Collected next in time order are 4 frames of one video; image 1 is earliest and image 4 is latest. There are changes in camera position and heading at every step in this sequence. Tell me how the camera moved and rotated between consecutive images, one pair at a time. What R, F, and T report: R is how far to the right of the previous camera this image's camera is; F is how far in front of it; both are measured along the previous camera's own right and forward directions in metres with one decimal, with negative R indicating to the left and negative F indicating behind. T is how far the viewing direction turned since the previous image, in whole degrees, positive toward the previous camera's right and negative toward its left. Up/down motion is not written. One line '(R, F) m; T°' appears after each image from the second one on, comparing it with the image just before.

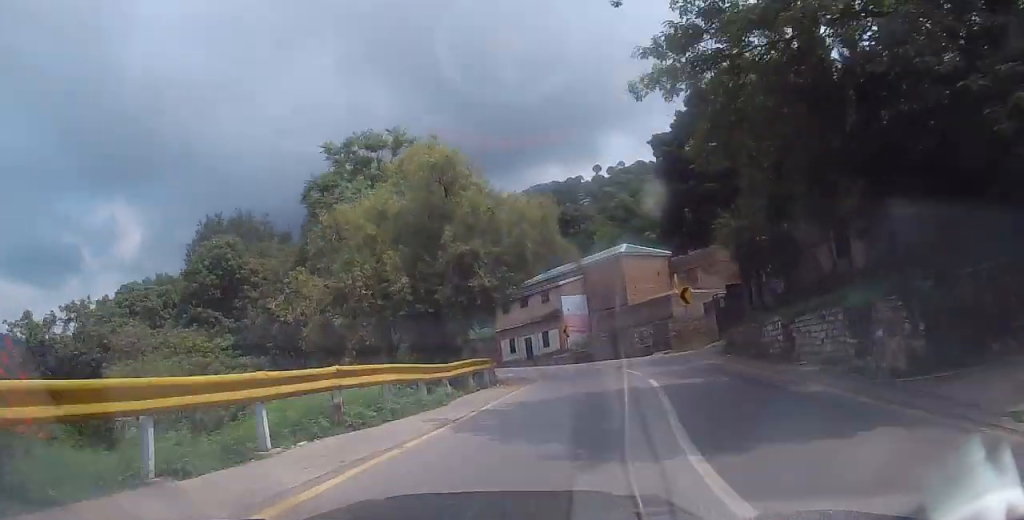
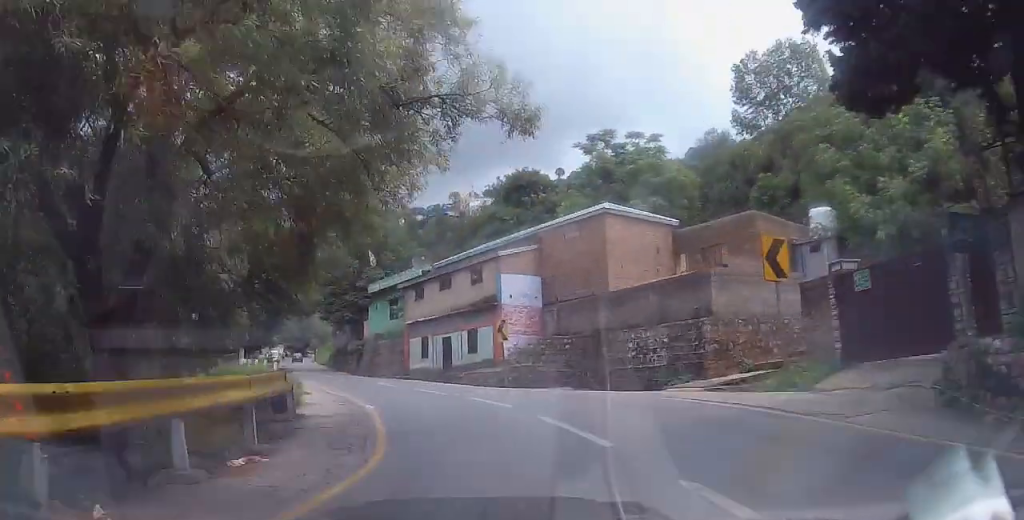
(+1.3, +17.9) m; +4°
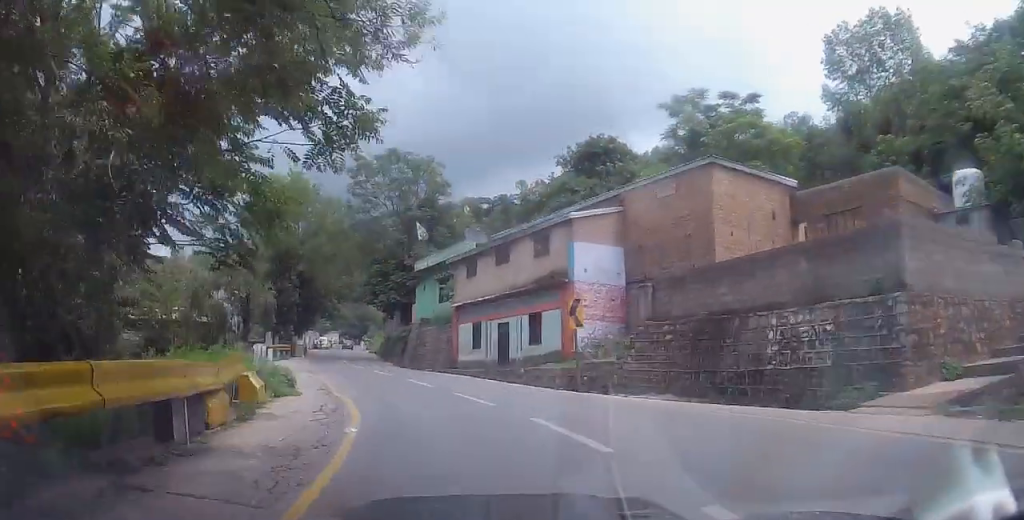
(-0.2, +6.7) m; -6°
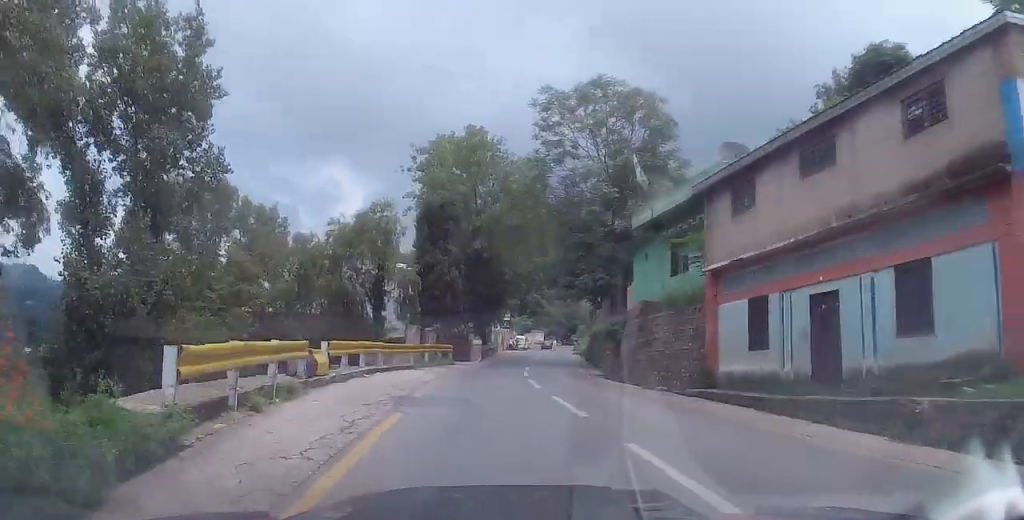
(-2.2, +14.1) m; -17°
